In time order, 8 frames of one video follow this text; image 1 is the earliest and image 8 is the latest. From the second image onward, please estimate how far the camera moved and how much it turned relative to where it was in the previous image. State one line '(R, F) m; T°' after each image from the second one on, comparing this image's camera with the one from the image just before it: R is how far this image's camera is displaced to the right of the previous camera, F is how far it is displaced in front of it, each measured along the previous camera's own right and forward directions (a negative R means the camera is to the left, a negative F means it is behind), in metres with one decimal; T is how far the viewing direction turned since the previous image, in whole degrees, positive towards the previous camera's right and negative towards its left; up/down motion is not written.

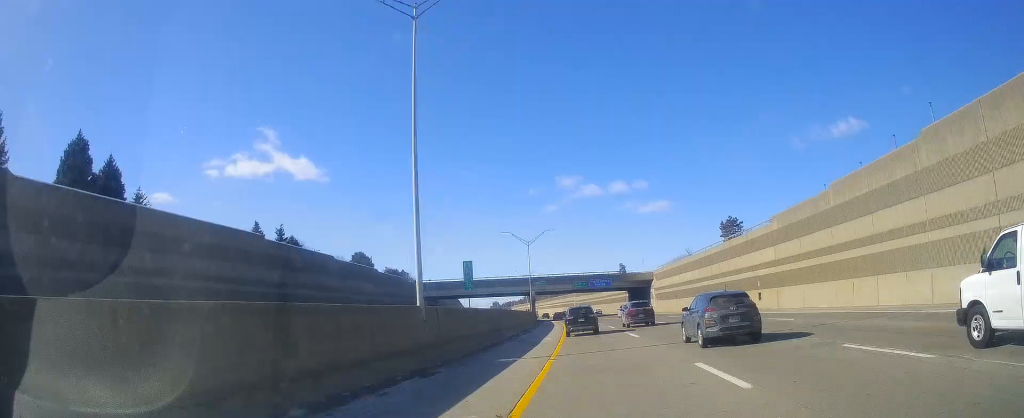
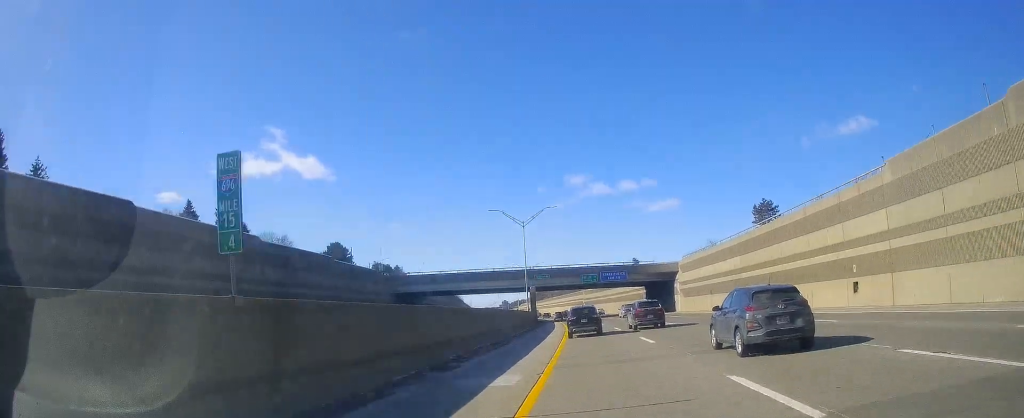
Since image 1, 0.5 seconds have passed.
(-0.4, +19.4) m; -1°
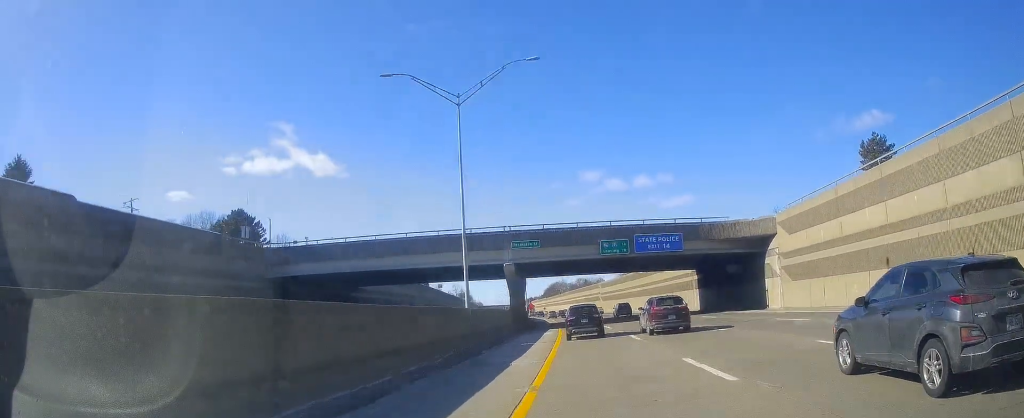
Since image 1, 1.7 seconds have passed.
(-0.9, +42.5) m; -2°
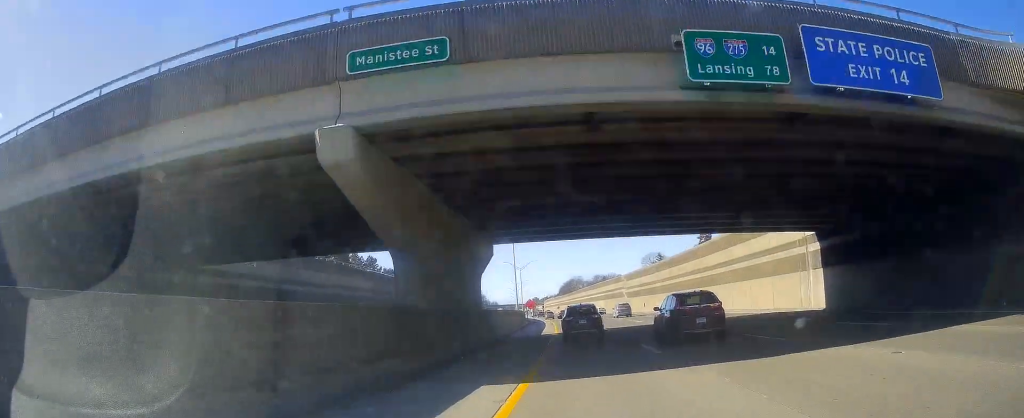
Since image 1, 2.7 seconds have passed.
(-0.6, +37.4) m; -1°
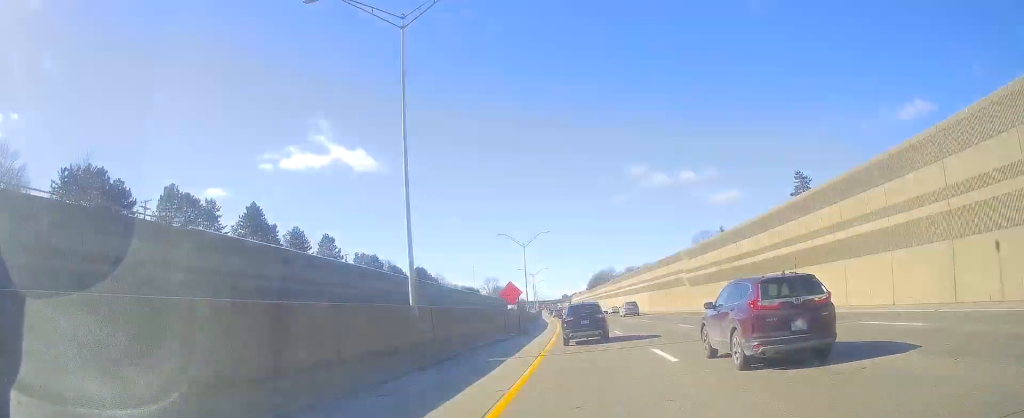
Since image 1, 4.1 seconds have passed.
(-1.0, +48.8) m; -3°
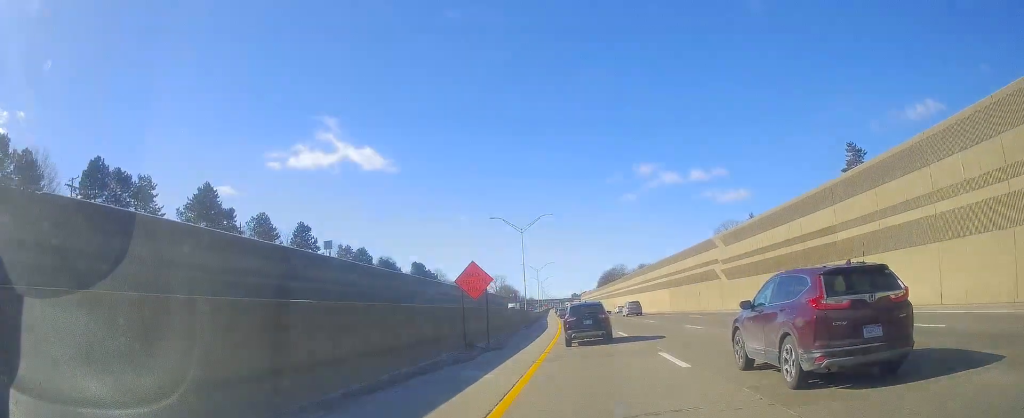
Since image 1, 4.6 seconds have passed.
(-0.6, +16.5) m; -1°
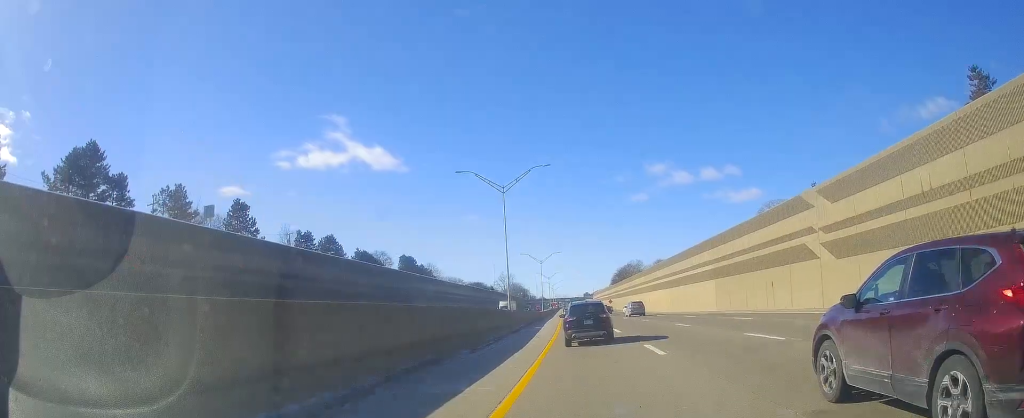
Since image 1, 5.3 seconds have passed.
(-0.3, +26.9) m; -1°
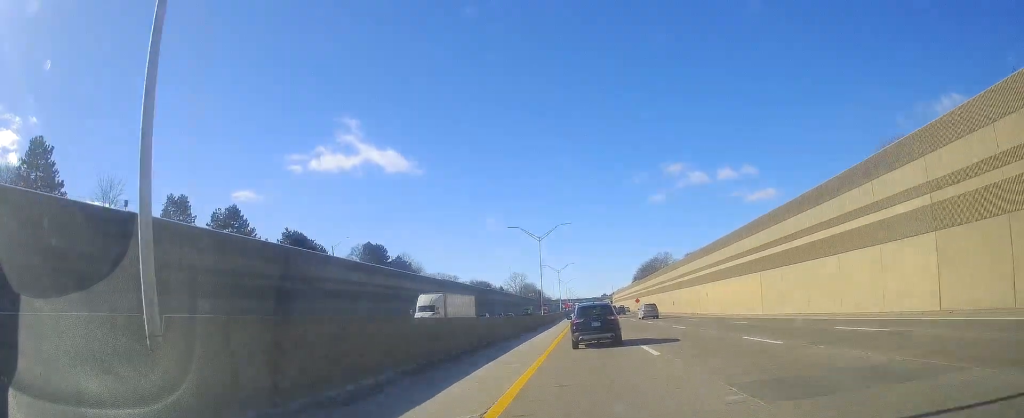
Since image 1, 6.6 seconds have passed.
(-0.5, +44.5) m; 0°
